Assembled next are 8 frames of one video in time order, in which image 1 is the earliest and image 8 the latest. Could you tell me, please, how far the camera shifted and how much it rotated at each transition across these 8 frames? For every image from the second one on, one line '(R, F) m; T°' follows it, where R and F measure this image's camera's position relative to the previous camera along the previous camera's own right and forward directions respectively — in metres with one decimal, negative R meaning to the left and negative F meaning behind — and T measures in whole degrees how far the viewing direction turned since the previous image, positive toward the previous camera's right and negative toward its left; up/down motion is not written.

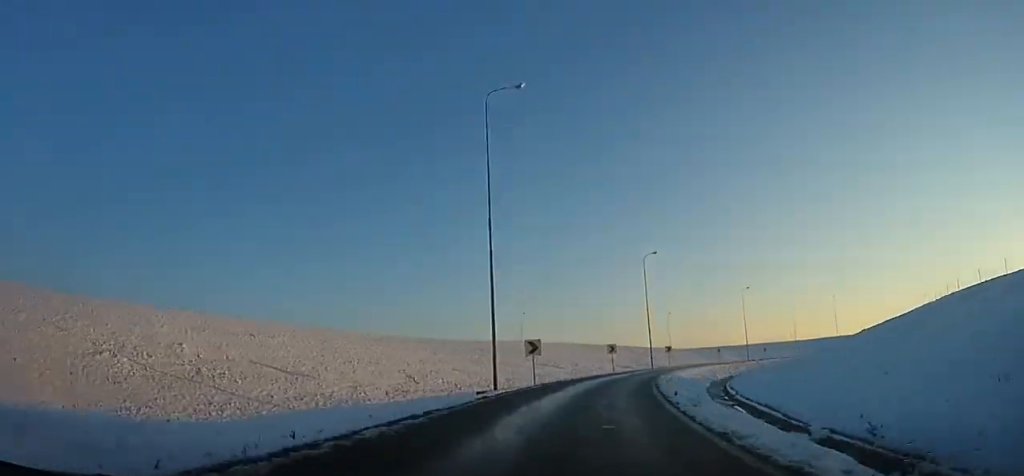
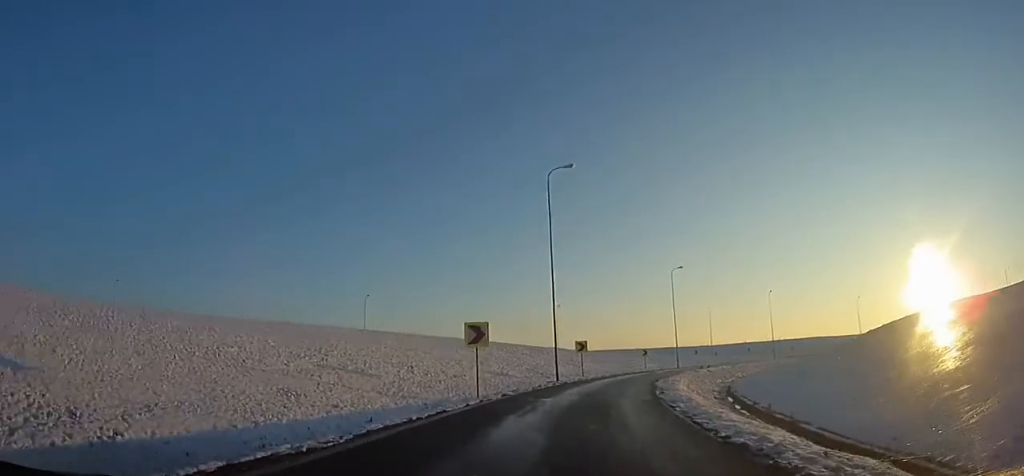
(+3.5, +27.6) m; +15°
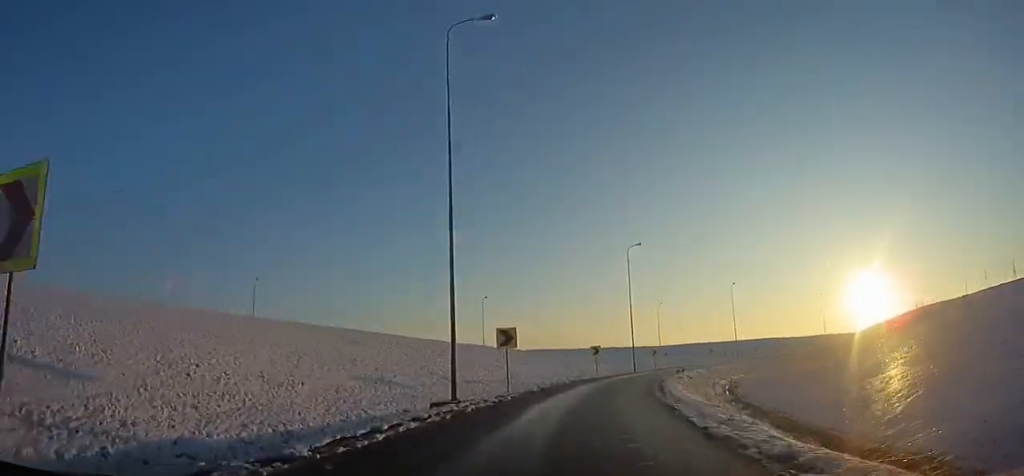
(+1.1, +14.7) m; +8°
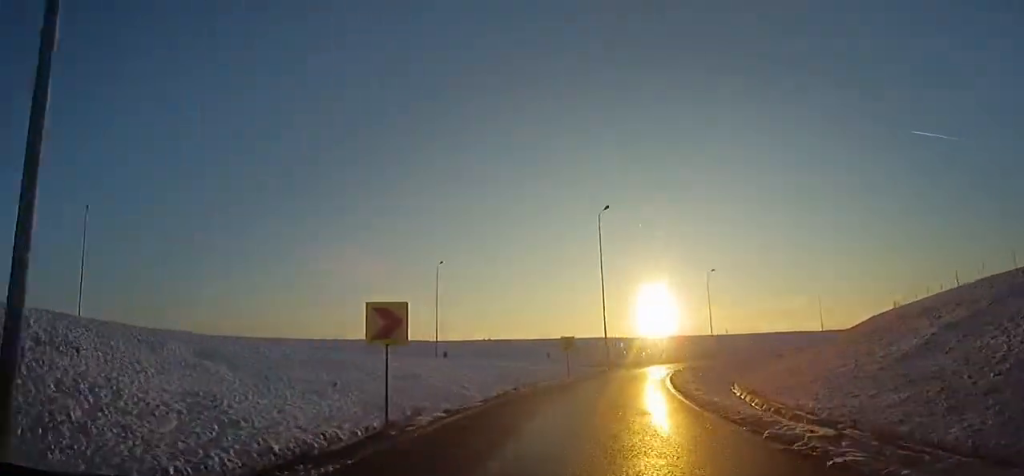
(+8.2, +47.2) m; +23°
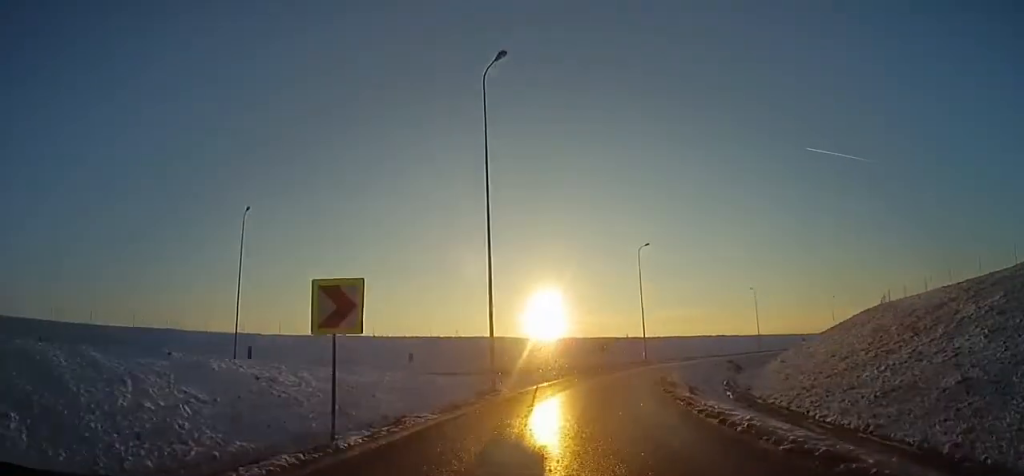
(+2.4, +21.2) m; +10°
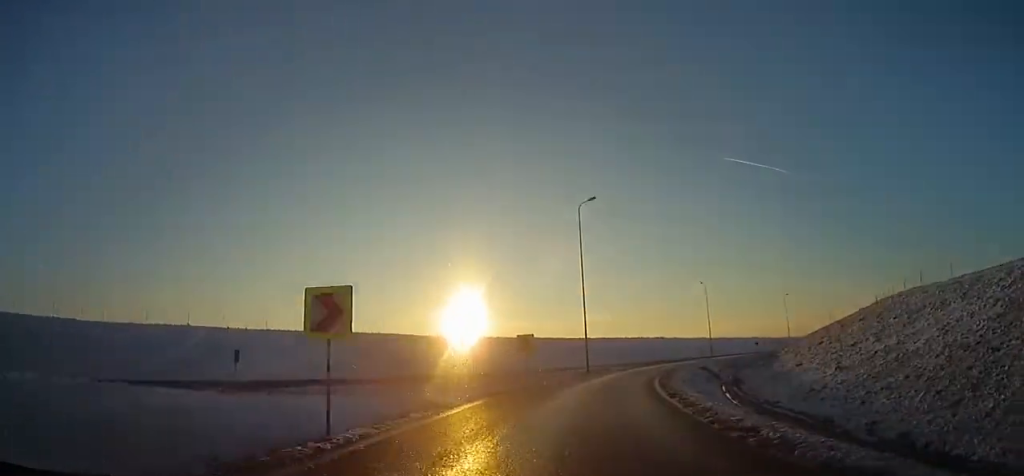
(+1.5, +17.9) m; +10°
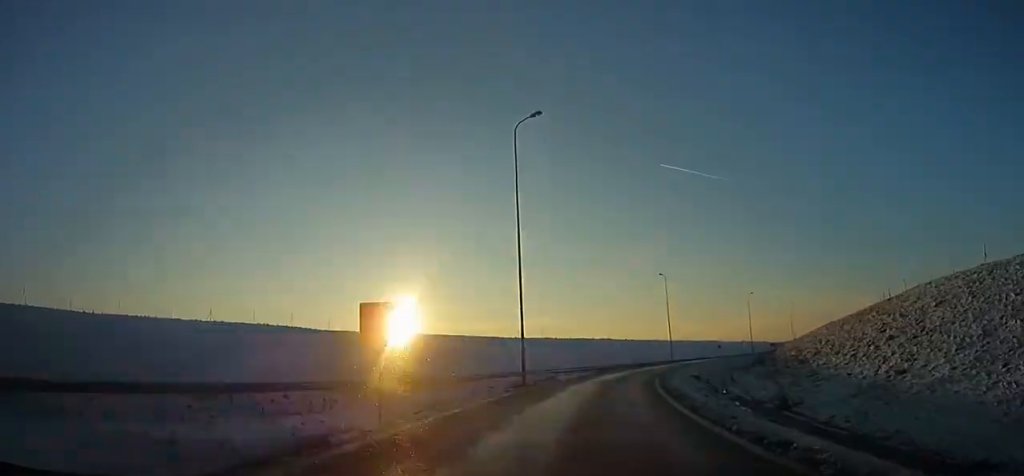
(+0.1, +14.4) m; +8°
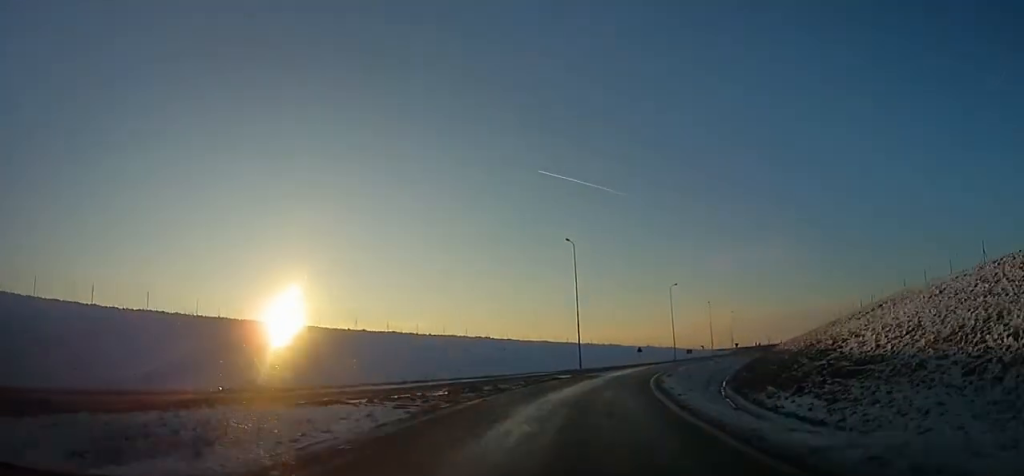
(+4.1, +26.2) m; +13°
